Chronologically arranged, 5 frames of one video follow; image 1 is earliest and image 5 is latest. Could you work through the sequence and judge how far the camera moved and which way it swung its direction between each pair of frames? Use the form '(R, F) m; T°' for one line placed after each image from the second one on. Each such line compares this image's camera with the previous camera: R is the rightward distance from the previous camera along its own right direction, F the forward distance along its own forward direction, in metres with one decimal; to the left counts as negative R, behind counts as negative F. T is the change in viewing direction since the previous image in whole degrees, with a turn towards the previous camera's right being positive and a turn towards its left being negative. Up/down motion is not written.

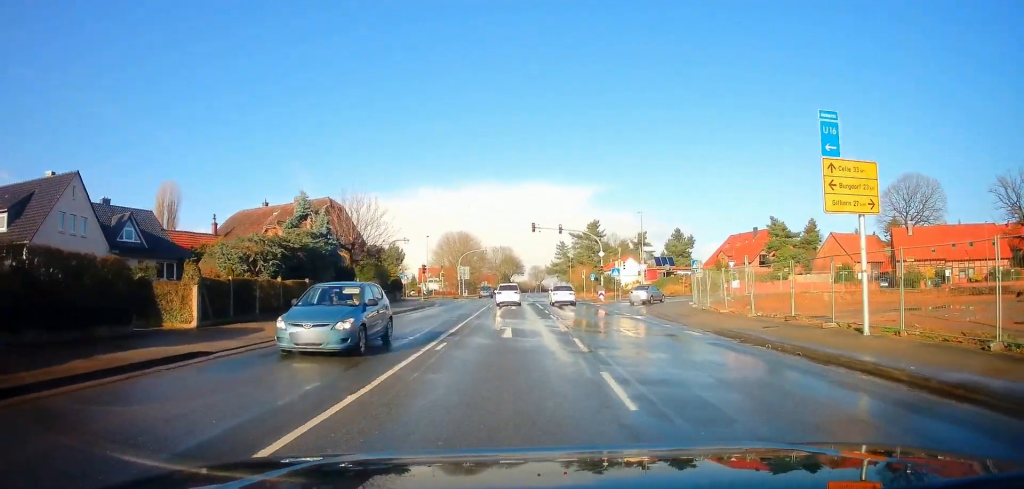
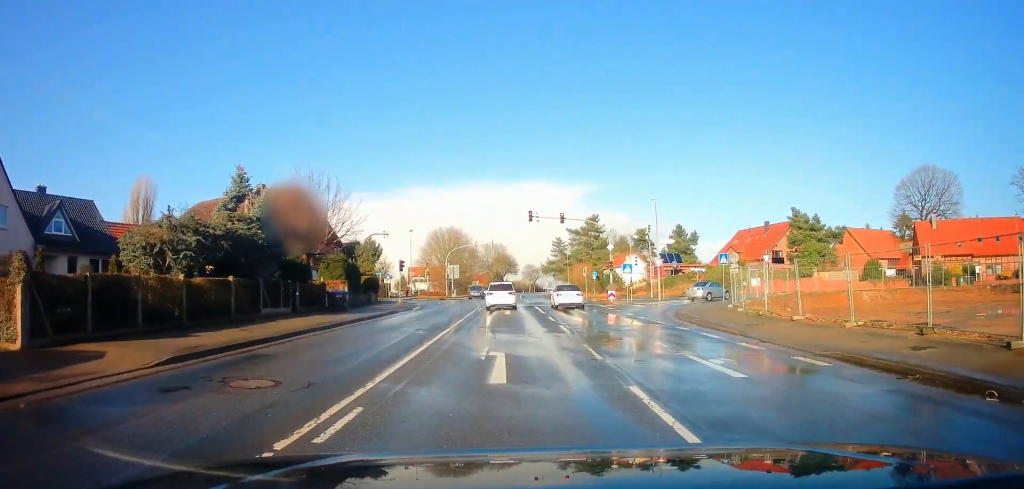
(+0.2, +7.5) m; +2°
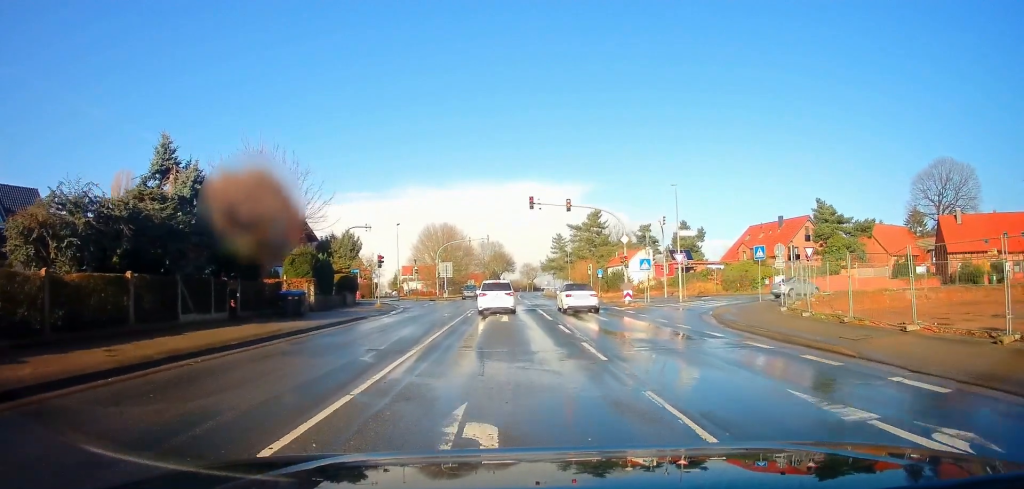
(0.0, +6.2) m; 0°
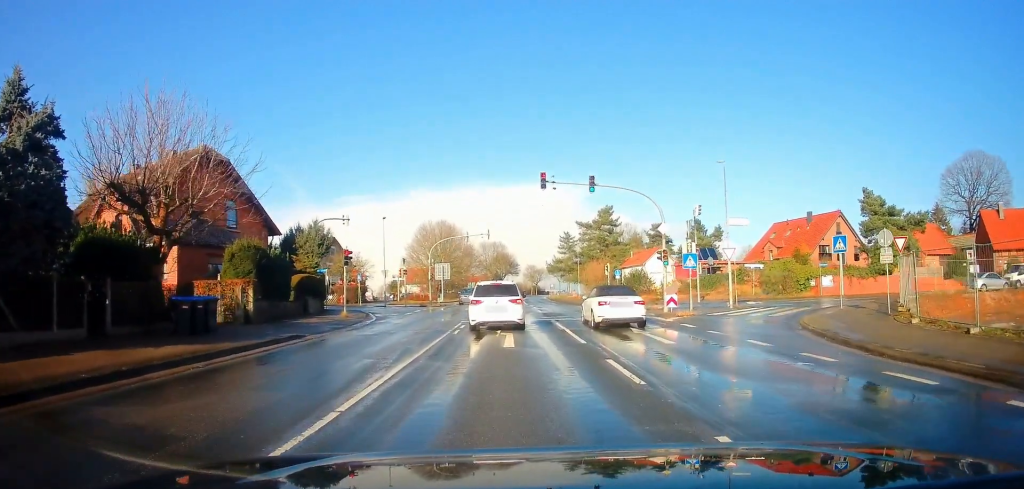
(0.0, +8.0) m; -1°
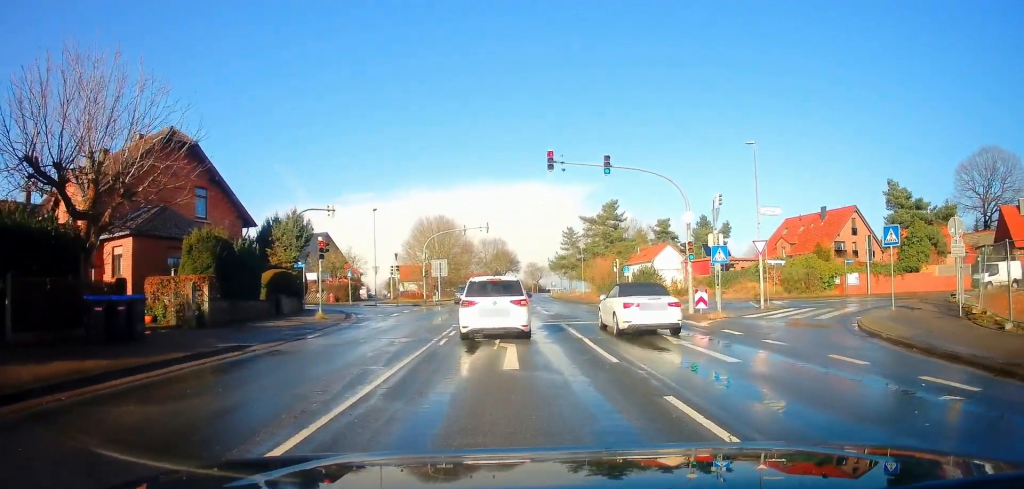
(-0.1, +3.9) m; -5°
